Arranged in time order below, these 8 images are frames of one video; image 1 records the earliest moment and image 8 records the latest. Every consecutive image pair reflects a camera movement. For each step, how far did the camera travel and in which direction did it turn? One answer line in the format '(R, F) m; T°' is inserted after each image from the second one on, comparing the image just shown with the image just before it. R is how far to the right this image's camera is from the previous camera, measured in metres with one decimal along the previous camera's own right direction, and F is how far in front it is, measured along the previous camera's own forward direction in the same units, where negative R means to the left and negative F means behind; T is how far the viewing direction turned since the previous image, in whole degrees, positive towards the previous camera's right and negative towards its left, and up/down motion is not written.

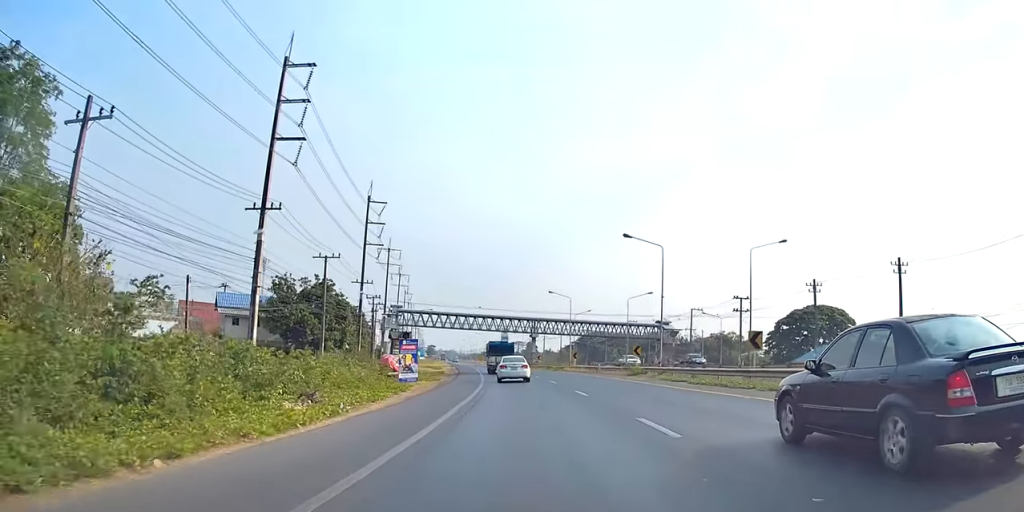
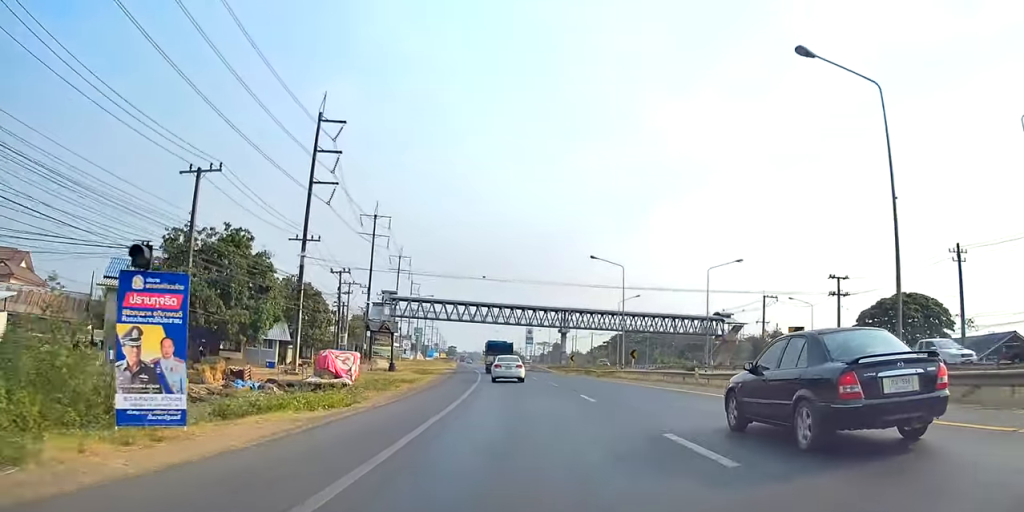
(-1.4, +27.2) m; -5°
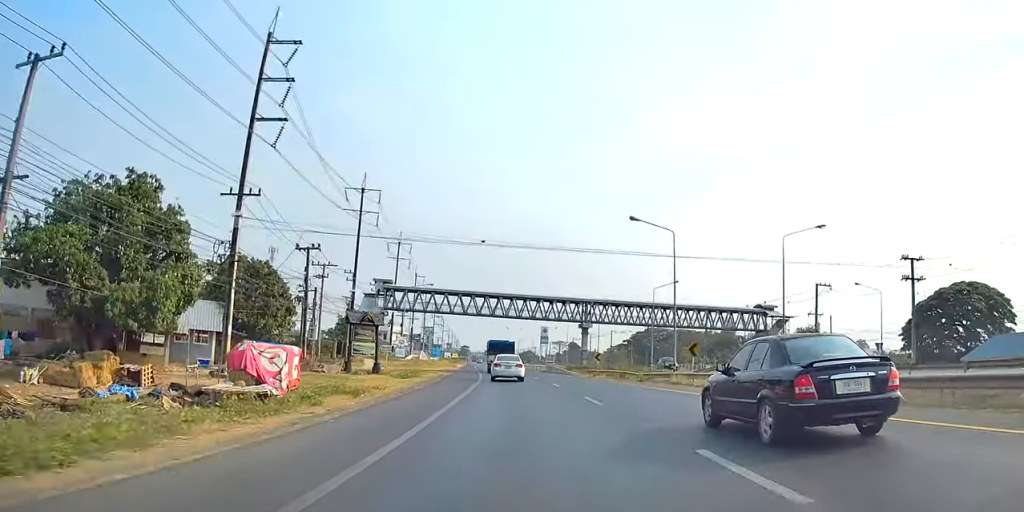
(0.0, +13.7) m; 0°
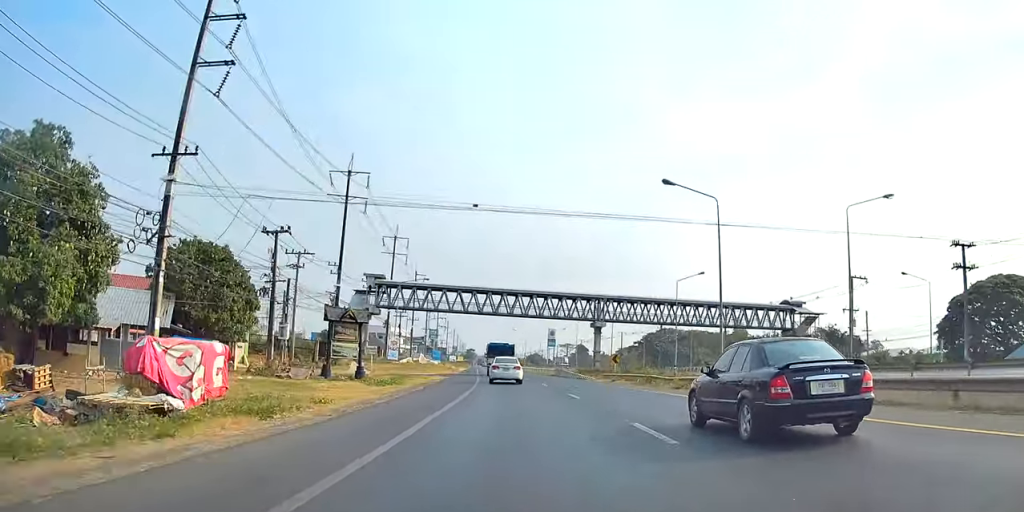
(0.0, +7.7) m; 0°
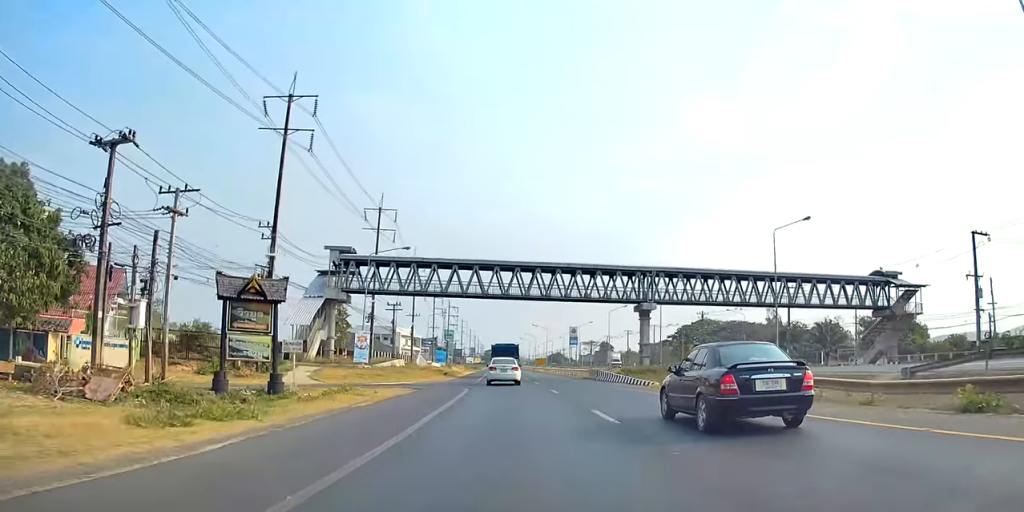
(0.0, +20.8) m; 0°
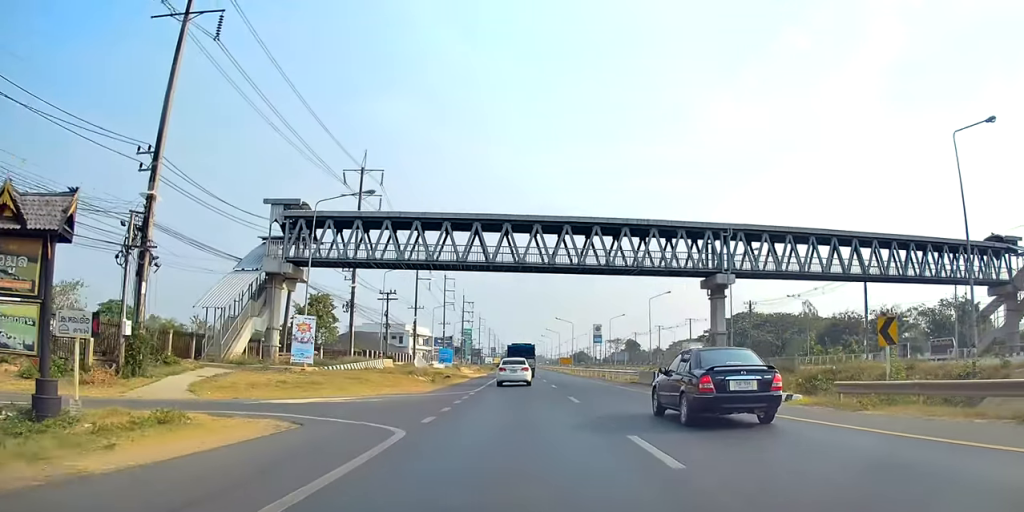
(-0.1, +17.4) m; -2°
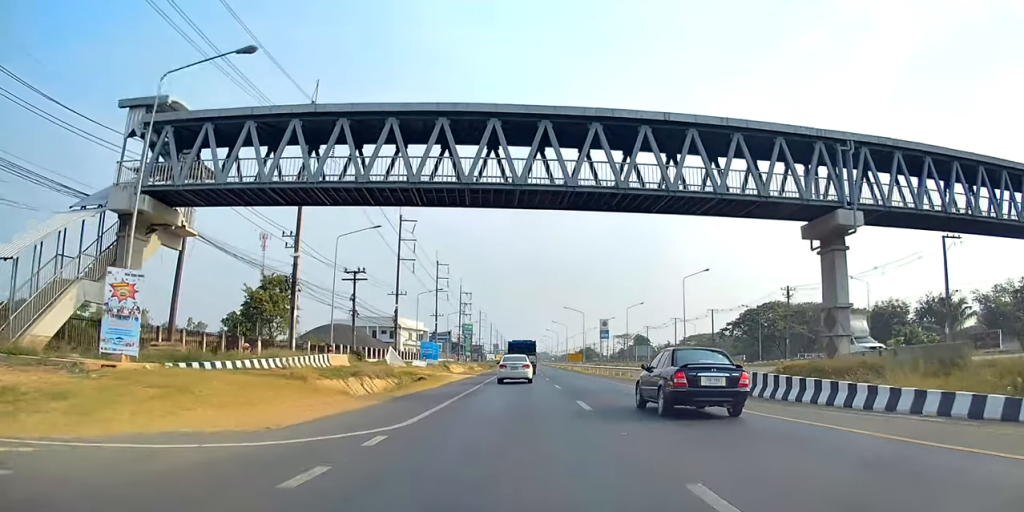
(-0.5, +16.3) m; -2°
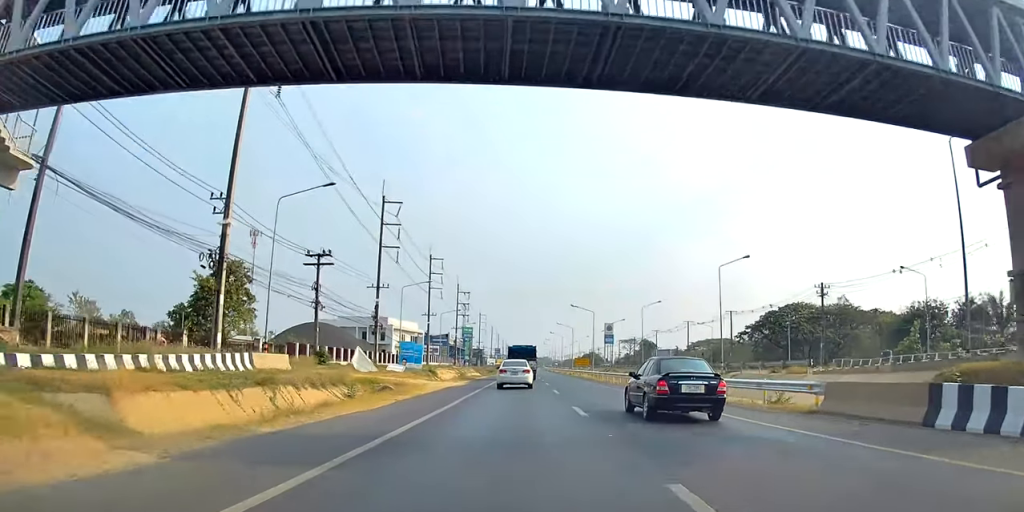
(-0.3, +11.7) m; 0°
